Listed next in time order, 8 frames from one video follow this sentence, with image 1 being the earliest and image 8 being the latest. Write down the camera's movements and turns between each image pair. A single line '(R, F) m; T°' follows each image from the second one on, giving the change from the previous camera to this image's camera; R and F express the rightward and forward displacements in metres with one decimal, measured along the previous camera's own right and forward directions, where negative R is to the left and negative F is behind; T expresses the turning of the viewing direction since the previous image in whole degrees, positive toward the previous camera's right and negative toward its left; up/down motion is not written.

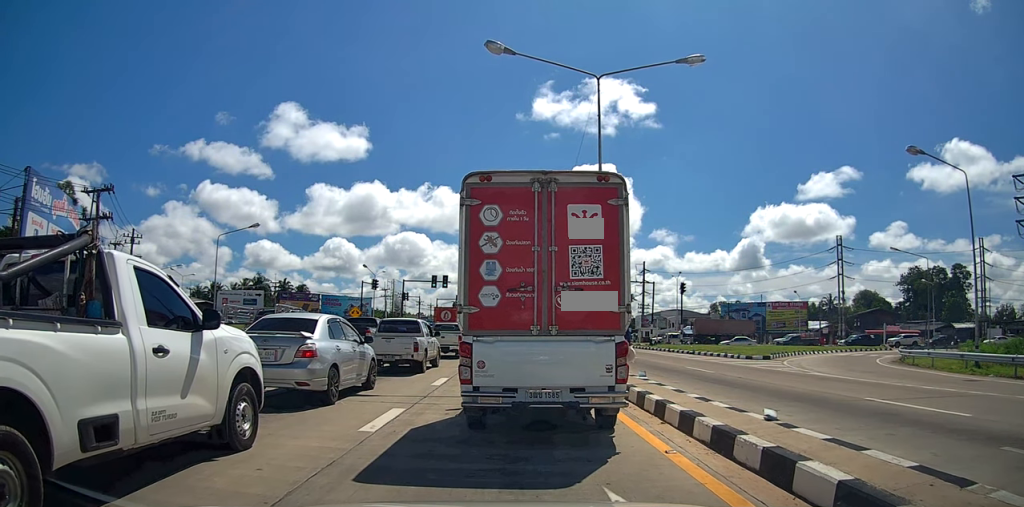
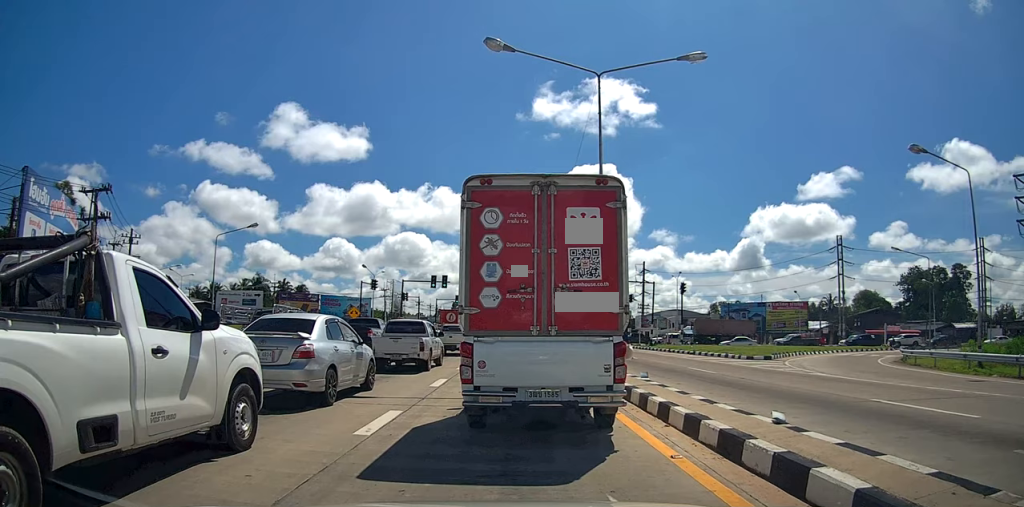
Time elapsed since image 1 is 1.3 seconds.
(0.0, 0.0) m; 0°
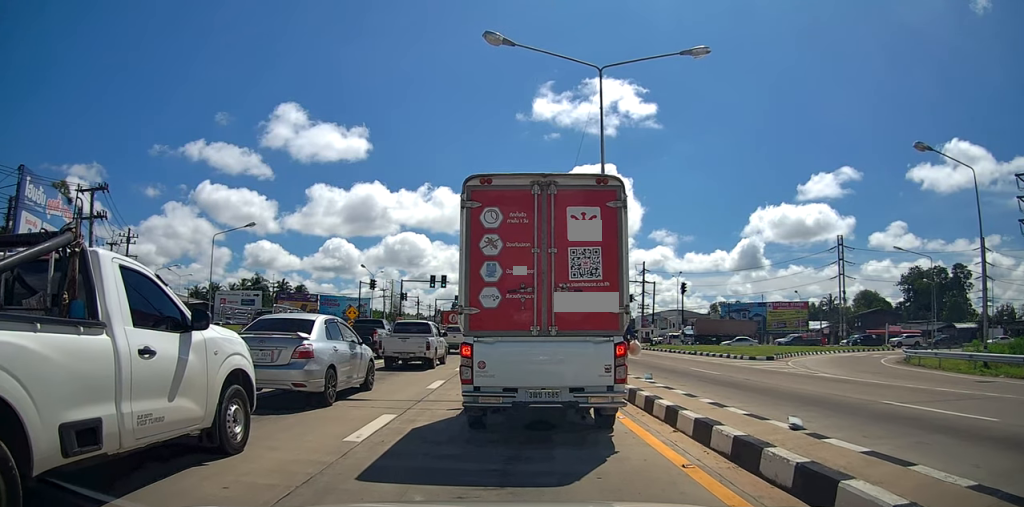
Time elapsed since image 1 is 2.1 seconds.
(0.0, +0.1) m; 0°
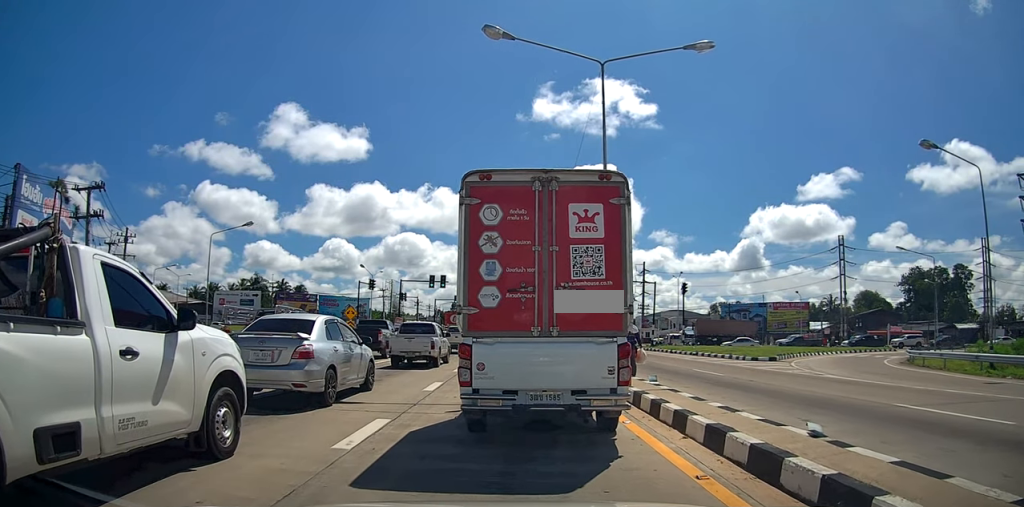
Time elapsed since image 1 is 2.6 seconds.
(-0.1, +0.2) m; 0°
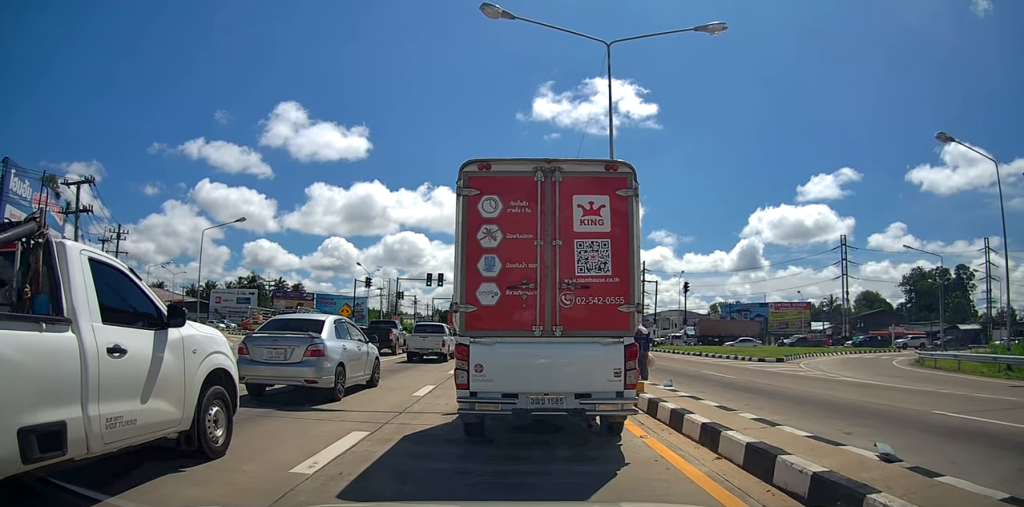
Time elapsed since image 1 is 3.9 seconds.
(-0.1, +0.8) m; 0°
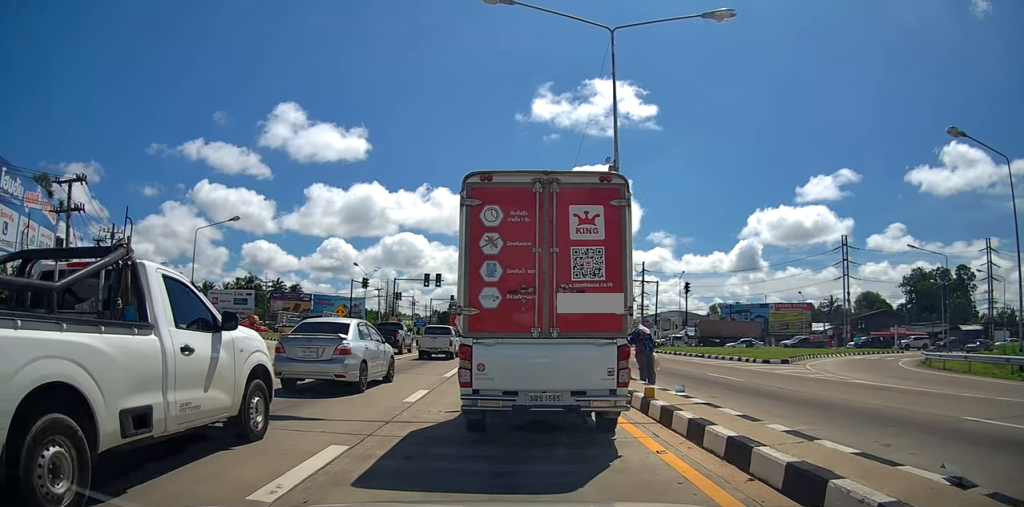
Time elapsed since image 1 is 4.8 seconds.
(+0.6, +0.5) m; 0°
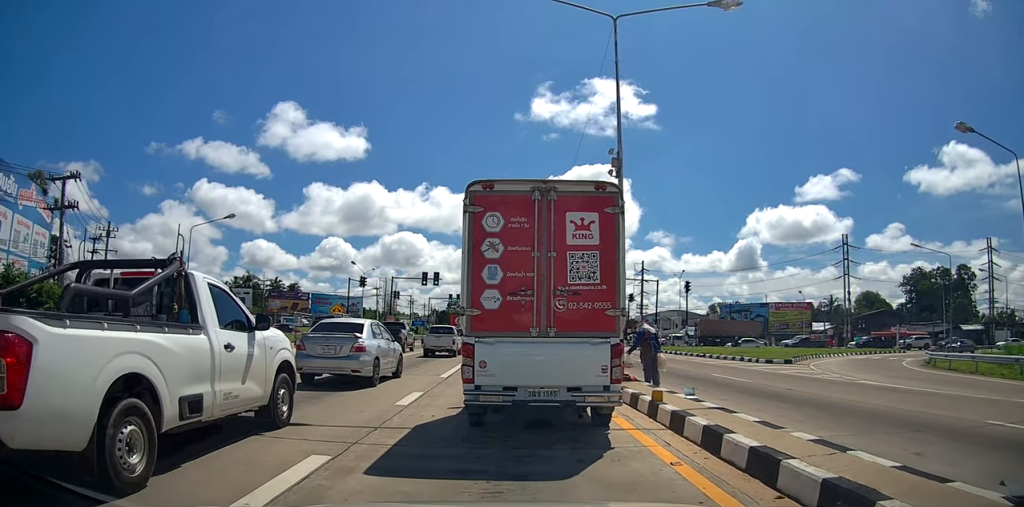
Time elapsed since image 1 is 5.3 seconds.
(0.0, +0.5) m; 0°
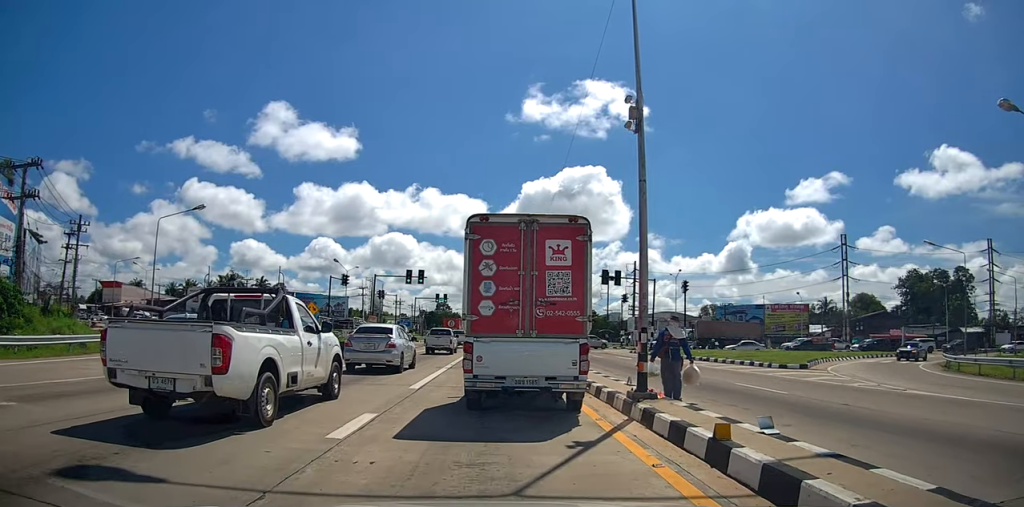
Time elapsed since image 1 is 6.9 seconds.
(-0.1, +2.0) m; 0°
